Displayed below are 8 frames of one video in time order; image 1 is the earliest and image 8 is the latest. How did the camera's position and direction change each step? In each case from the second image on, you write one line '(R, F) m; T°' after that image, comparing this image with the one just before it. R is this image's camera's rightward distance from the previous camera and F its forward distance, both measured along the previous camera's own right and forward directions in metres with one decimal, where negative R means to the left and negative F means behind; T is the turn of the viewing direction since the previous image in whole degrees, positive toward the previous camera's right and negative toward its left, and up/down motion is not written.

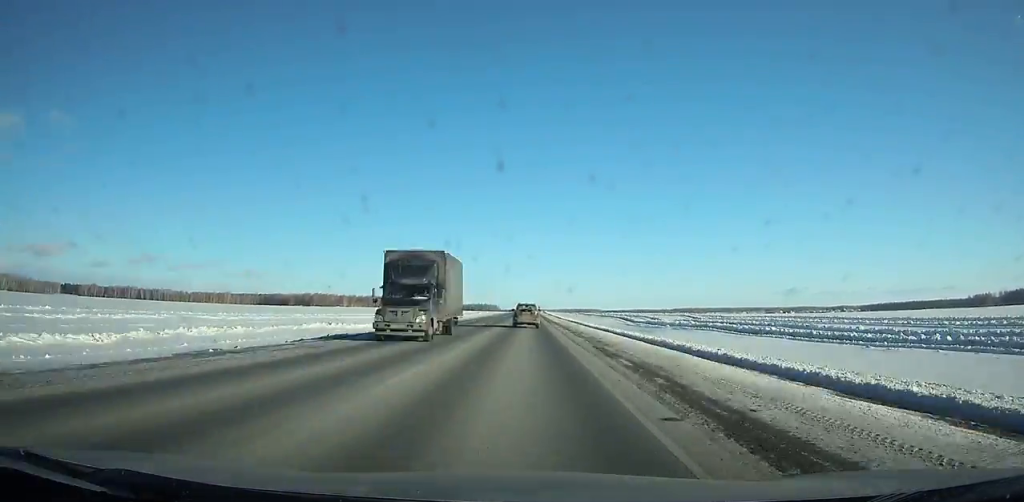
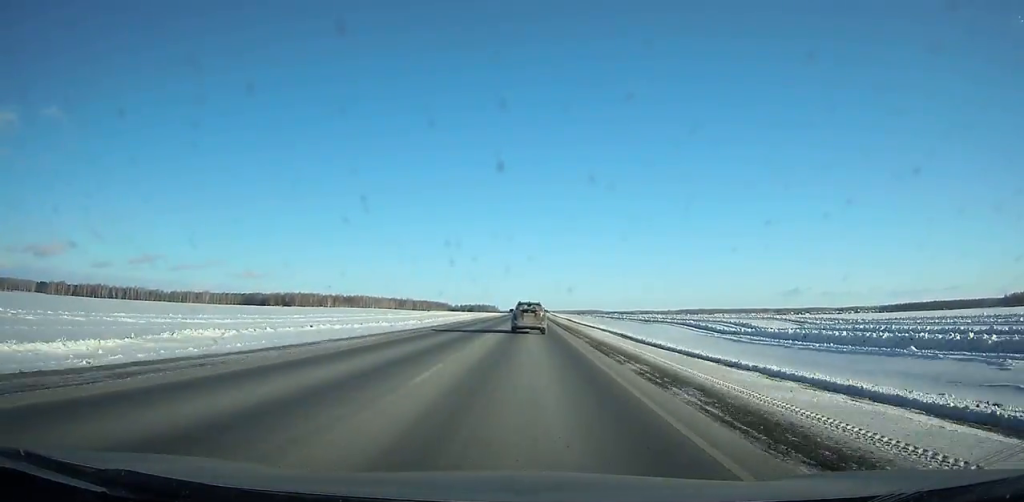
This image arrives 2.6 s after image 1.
(0.0, +82.2) m; 0°
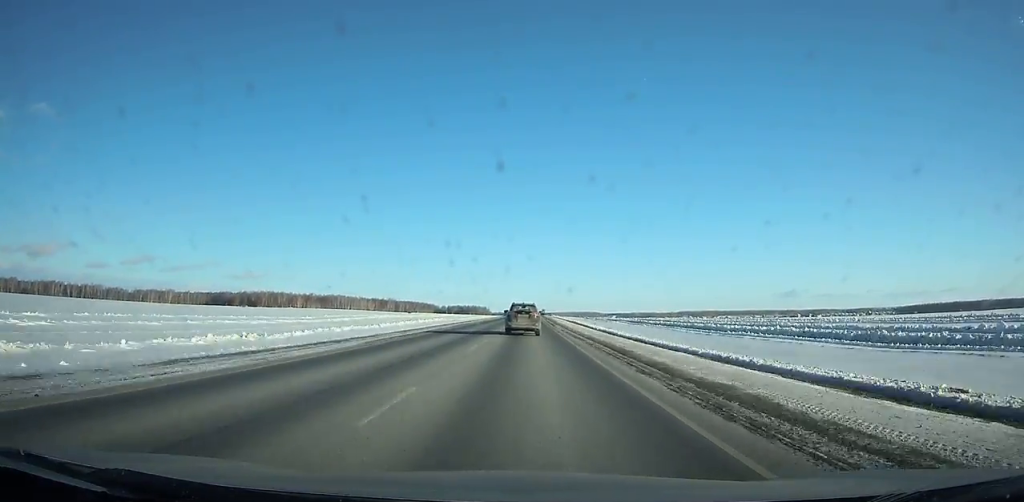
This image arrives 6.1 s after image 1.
(+0.2, +105.3) m; 0°
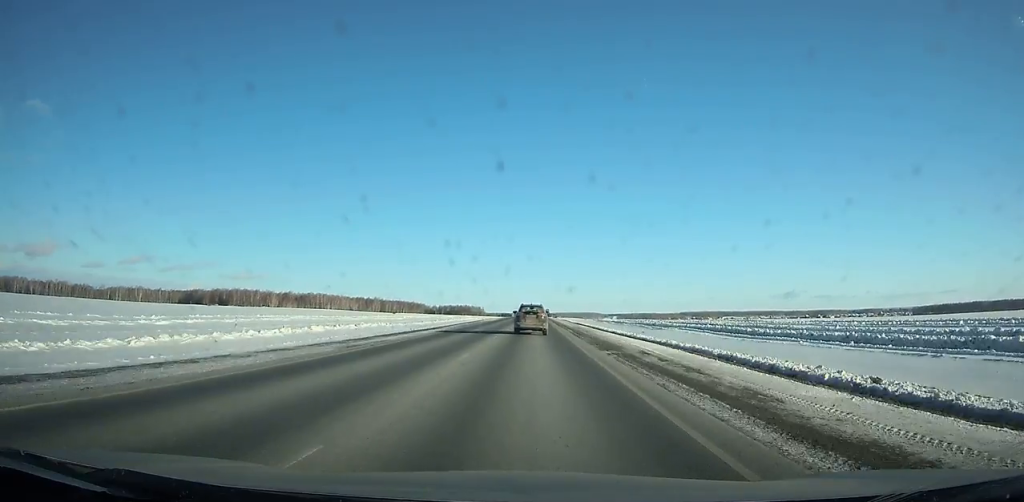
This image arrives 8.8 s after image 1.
(+0.2, +78.4) m; 0°
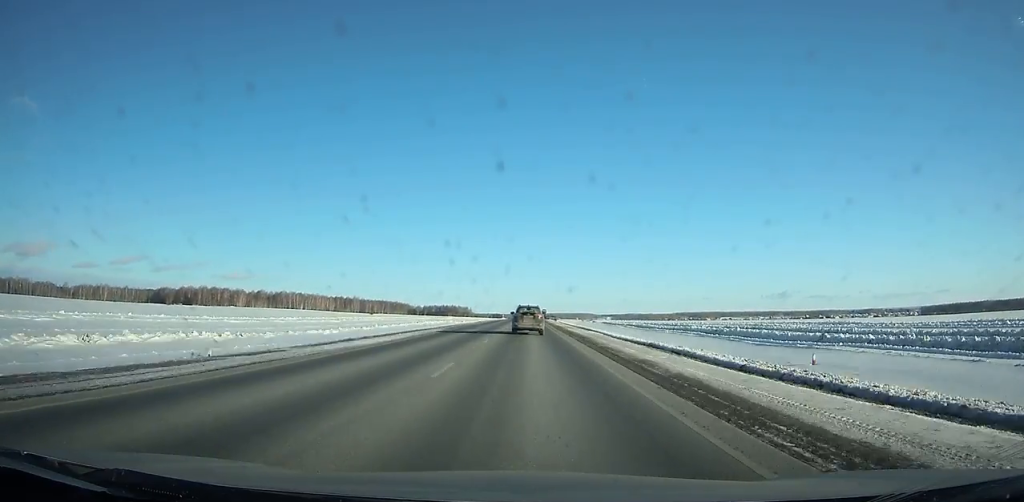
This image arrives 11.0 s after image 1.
(0.0, +62.9) m; 0°
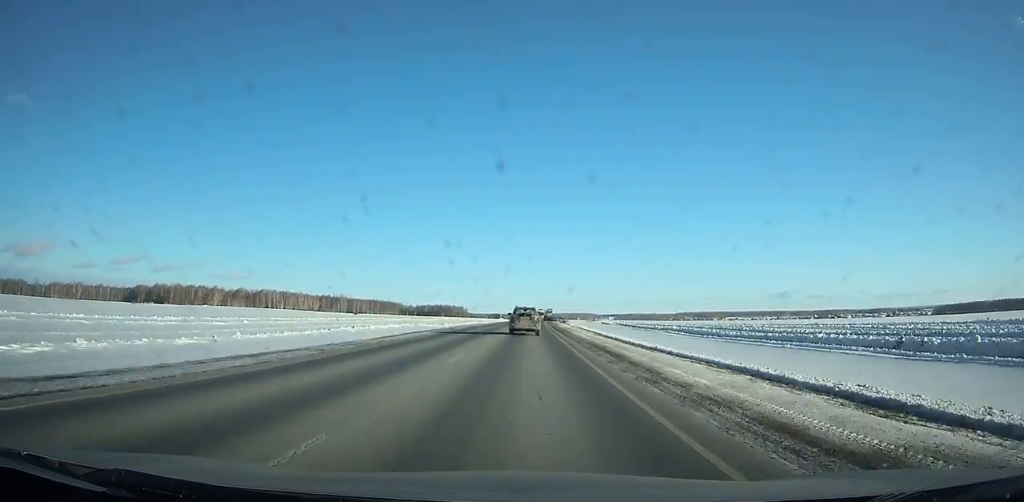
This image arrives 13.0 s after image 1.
(+0.3, +56.9) m; 0°
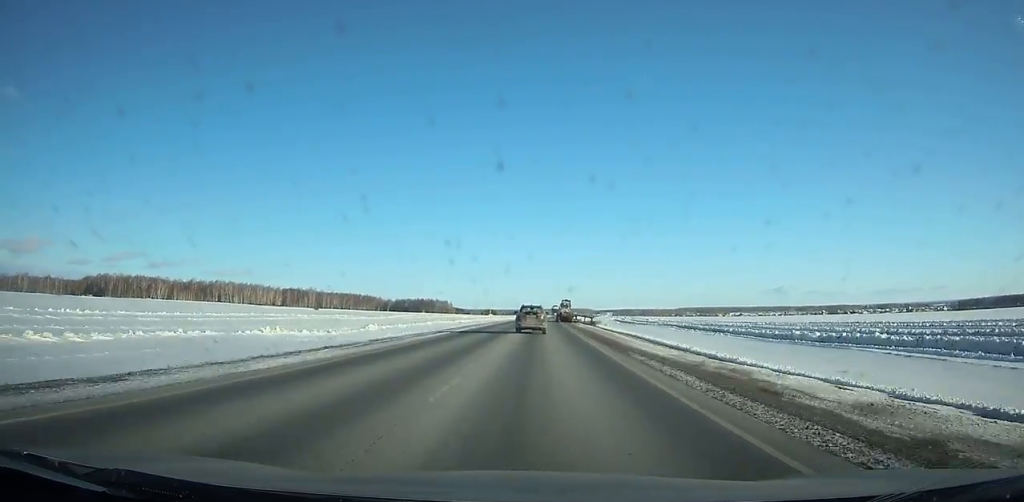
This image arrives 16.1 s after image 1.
(+0.1, +88.0) m; +1°
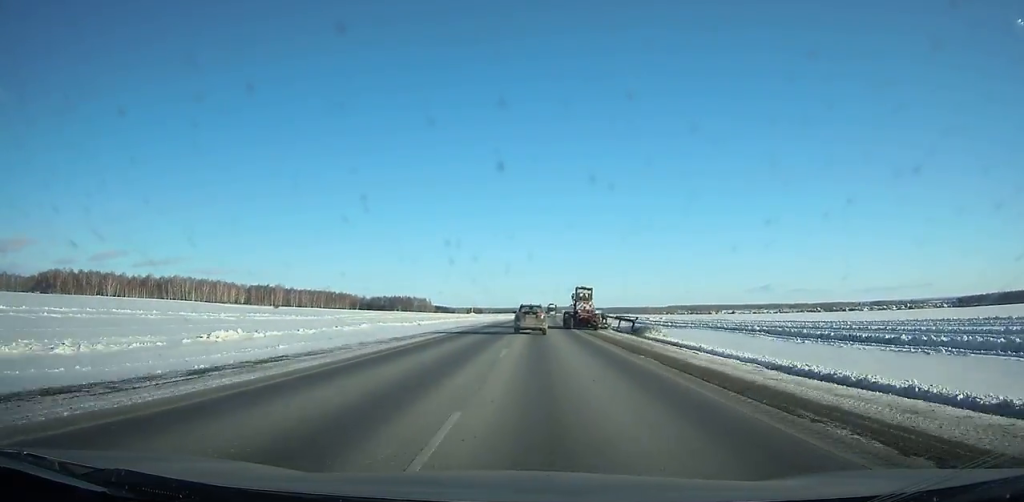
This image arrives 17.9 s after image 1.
(+0.6, +51.0) m; +1°
